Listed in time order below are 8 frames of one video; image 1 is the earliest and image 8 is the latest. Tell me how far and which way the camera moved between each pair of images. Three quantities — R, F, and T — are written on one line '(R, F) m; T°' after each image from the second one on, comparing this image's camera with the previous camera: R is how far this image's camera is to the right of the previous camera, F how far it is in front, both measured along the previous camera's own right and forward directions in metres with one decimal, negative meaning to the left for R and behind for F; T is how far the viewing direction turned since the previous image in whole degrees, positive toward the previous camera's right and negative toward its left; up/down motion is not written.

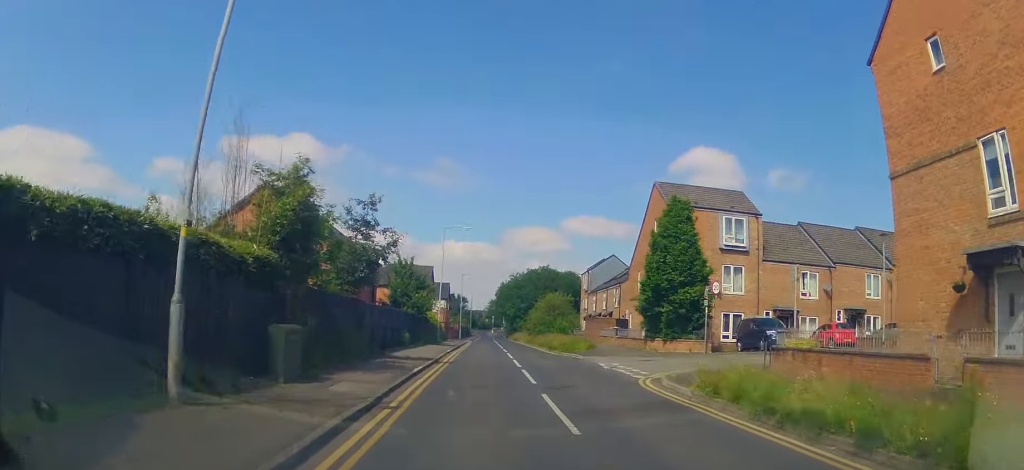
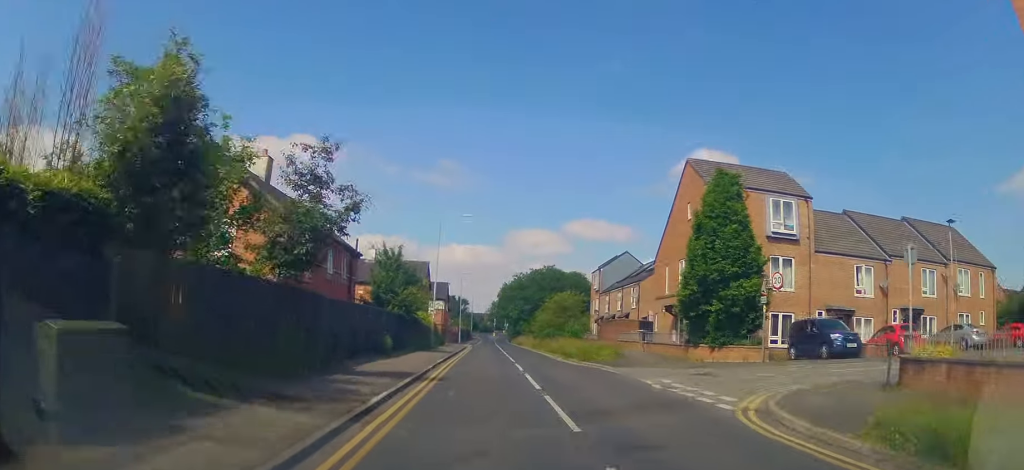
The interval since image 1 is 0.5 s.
(-0.3, +5.9) m; 0°
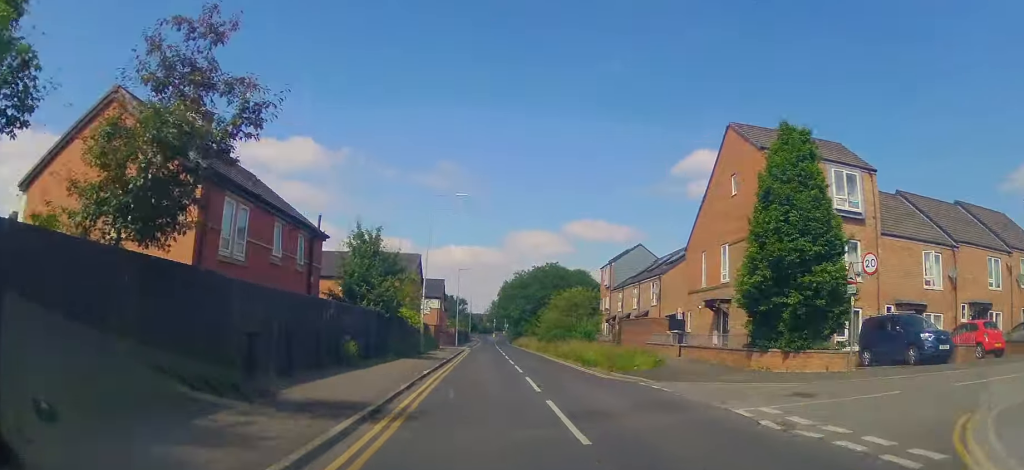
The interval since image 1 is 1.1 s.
(-0.1, +5.9) m; +1°
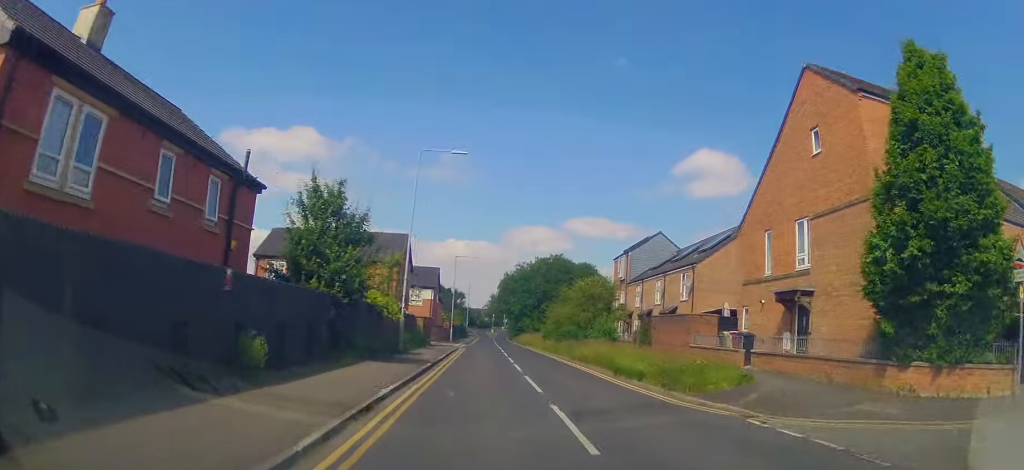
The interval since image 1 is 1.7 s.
(+0.3, +6.7) m; +2°
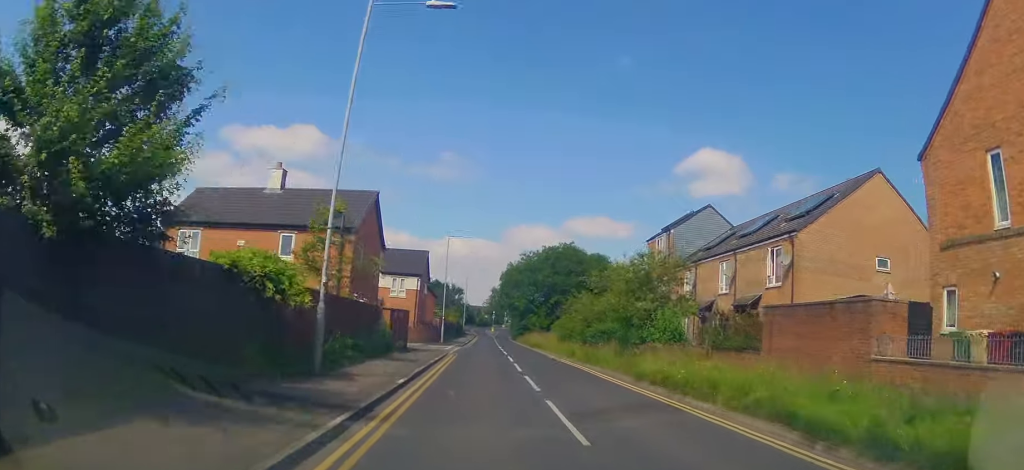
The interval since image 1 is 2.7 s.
(+0.1, +11.7) m; +1°
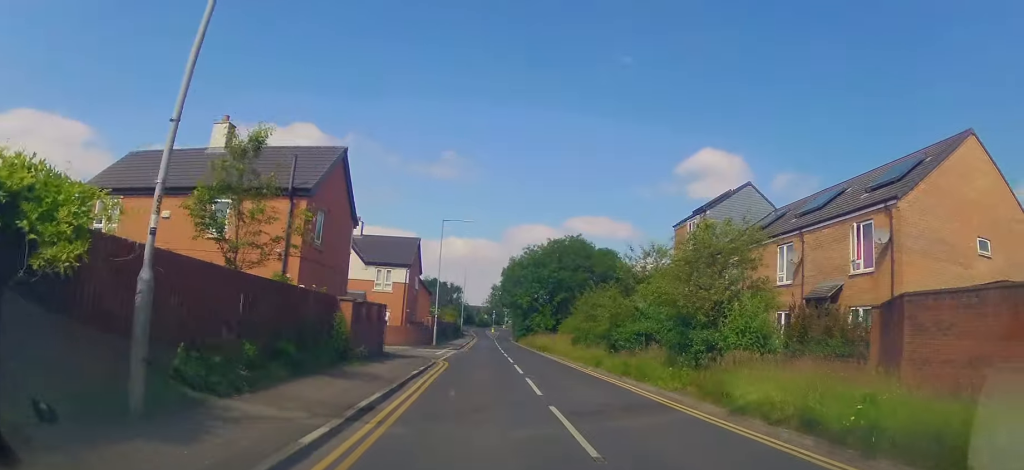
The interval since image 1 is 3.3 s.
(0.0, +6.5) m; 0°
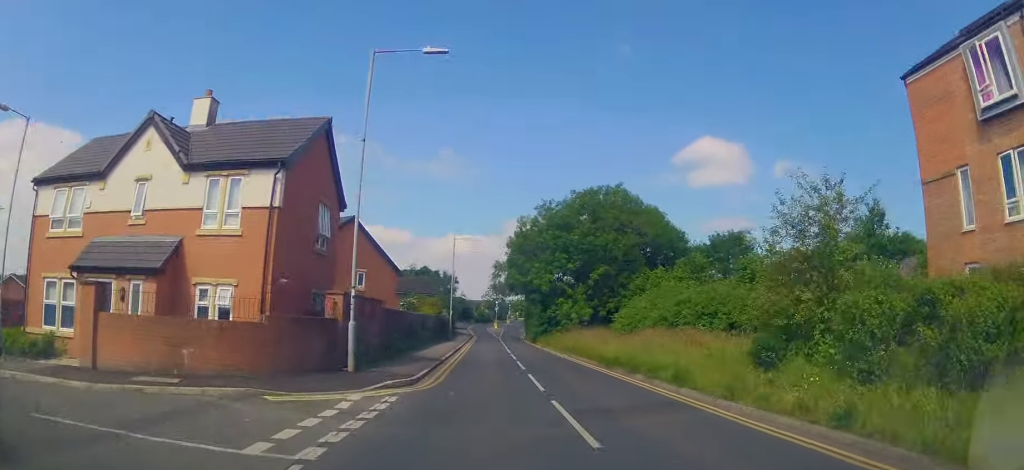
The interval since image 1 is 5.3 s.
(0.0, +23.9) m; -1°
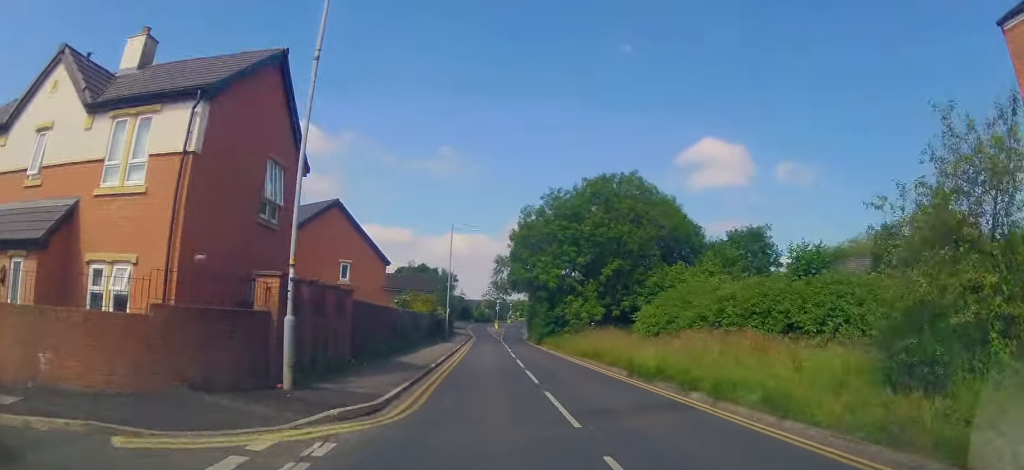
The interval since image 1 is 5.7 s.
(+0.1, +4.6) m; -1°
